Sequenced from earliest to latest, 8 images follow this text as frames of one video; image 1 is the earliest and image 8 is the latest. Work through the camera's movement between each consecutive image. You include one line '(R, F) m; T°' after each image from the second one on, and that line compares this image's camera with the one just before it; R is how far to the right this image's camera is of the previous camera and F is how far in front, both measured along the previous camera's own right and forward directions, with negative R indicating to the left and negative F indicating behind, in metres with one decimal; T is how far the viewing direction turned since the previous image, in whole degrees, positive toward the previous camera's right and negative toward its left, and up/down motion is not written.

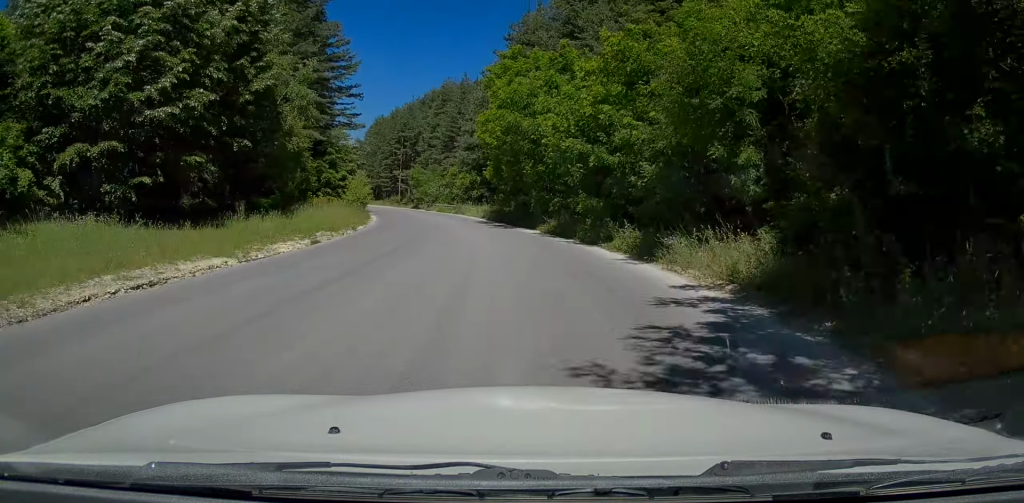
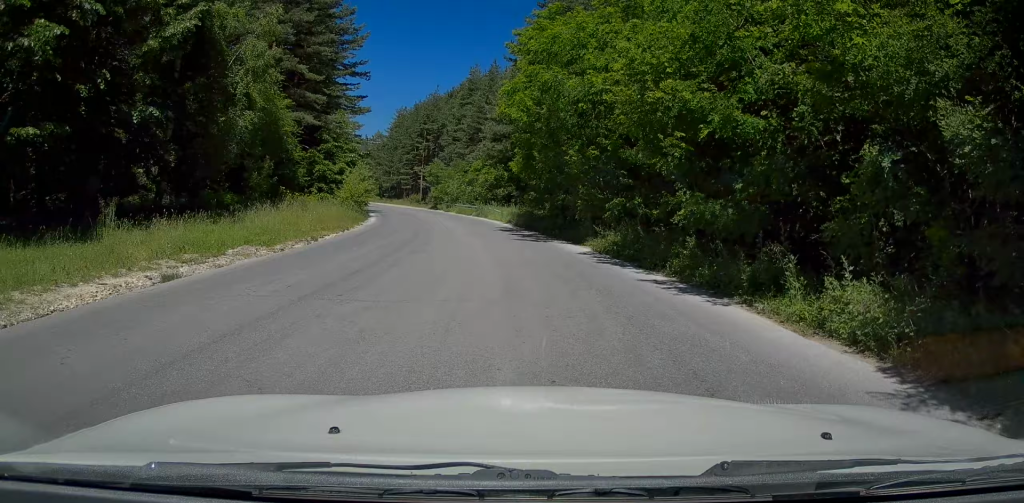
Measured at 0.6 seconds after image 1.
(+0.2, +9.6) m; -1°
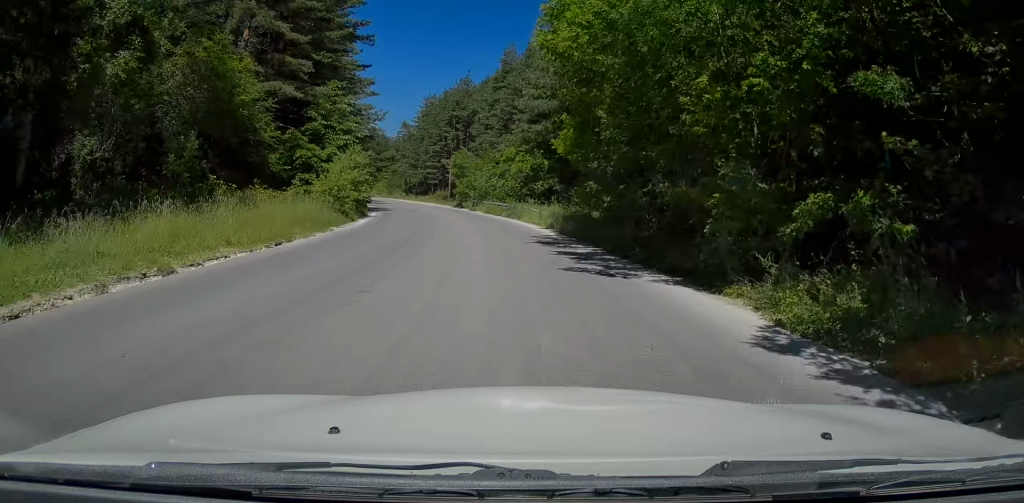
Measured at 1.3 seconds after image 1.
(-0.3, +10.5) m; -2°
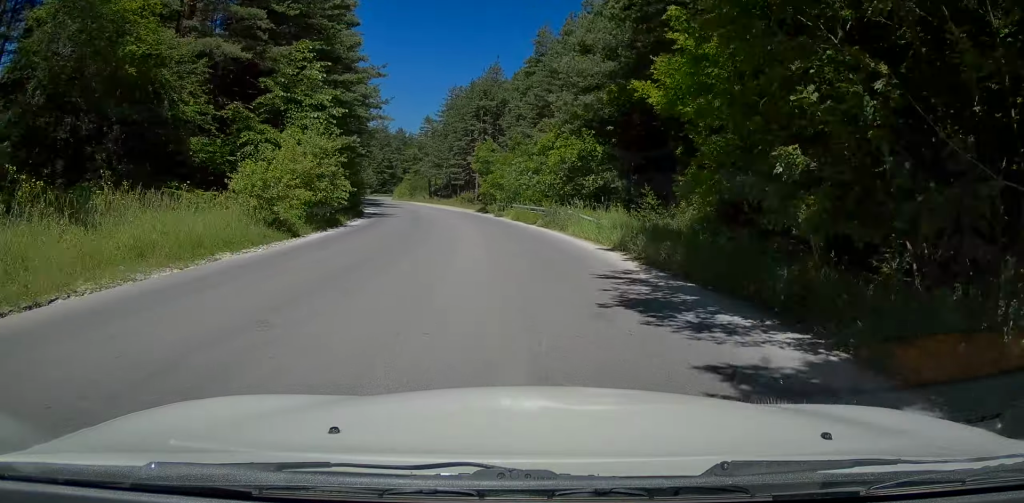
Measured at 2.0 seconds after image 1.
(-0.3, +10.3) m; -2°
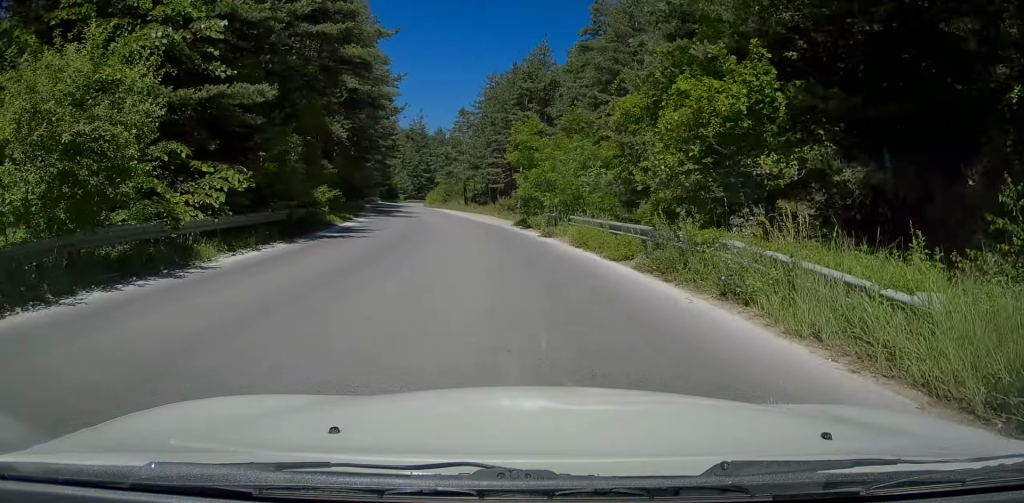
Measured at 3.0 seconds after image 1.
(-0.1, +13.6) m; -3°
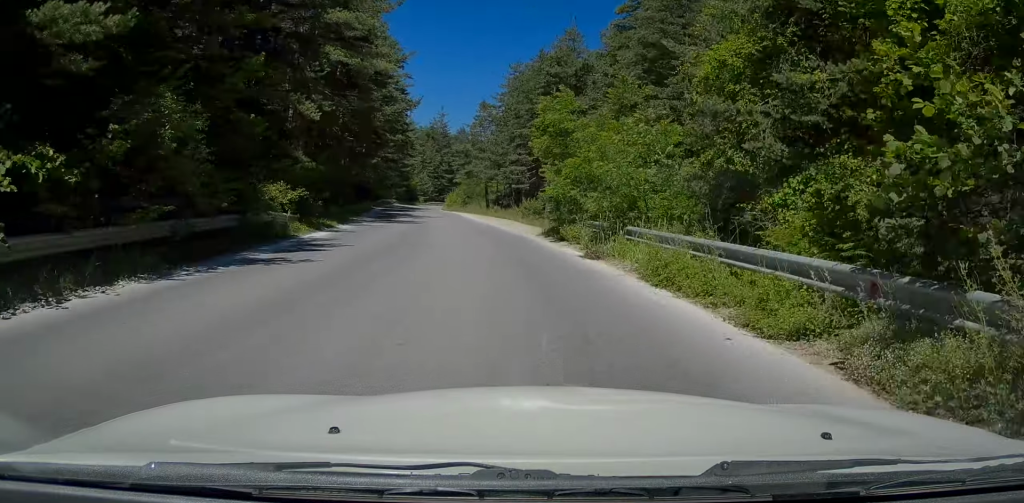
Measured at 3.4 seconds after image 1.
(-0.3, +6.9) m; -1°
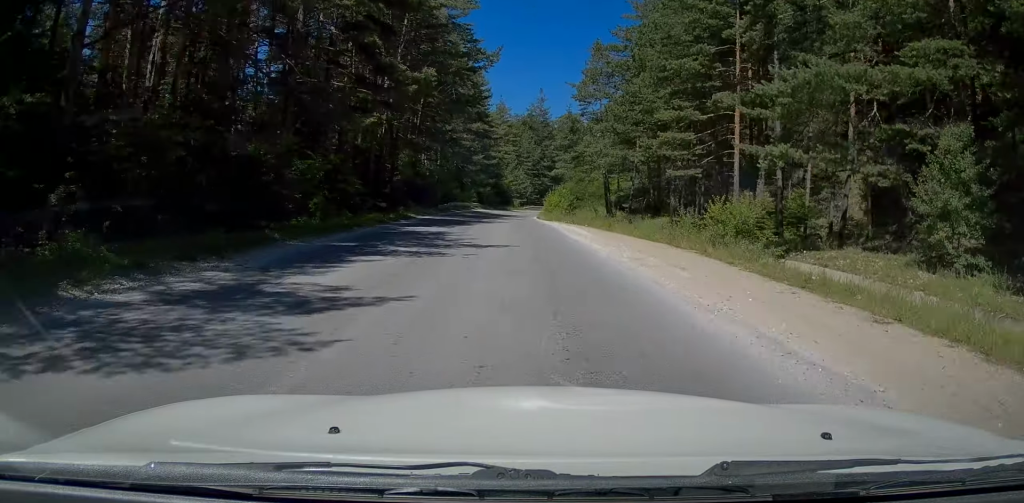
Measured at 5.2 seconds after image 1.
(-1.2, +26.0) m; -6°
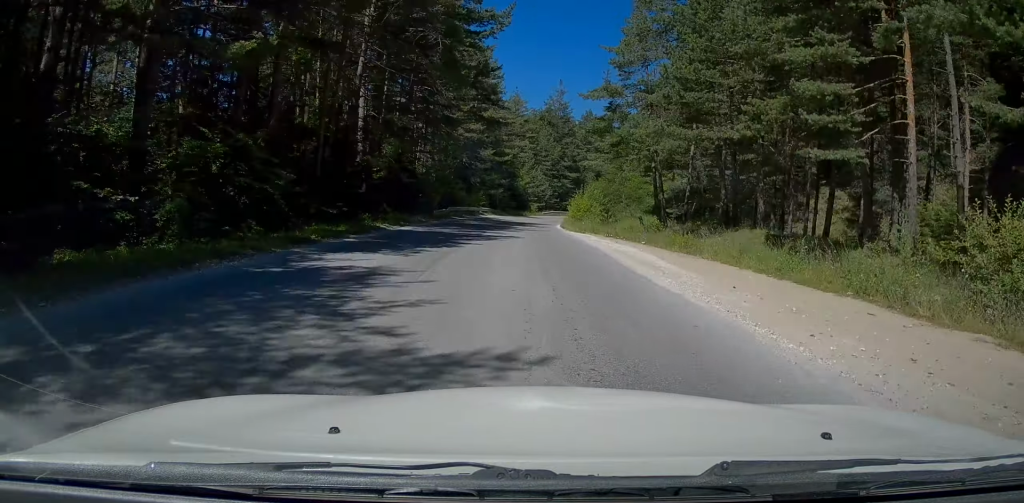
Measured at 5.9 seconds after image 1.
(-0.3, +11.3) m; -5°
